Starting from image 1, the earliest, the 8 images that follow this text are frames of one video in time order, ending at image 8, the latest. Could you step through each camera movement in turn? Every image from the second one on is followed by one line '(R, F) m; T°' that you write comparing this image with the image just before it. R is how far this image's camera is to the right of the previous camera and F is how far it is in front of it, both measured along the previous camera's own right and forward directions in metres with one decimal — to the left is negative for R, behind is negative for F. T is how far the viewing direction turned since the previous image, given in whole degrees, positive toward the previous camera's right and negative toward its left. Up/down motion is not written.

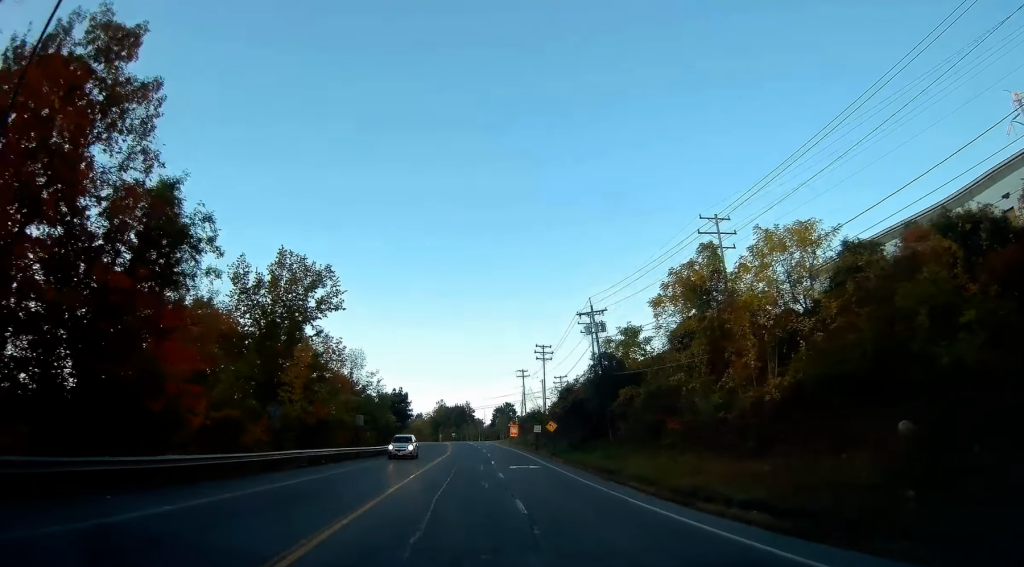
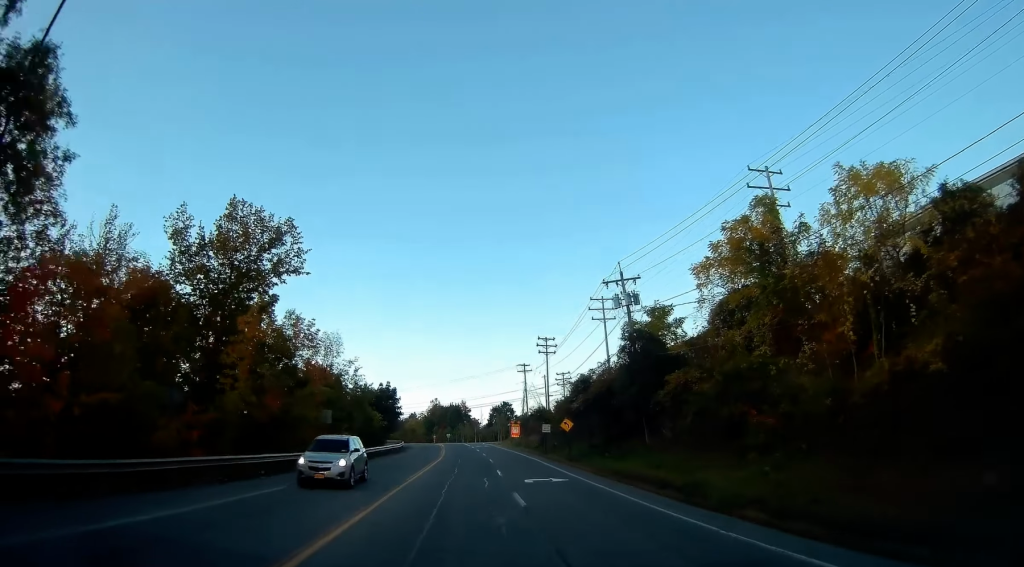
(-0.1, +10.0) m; 0°
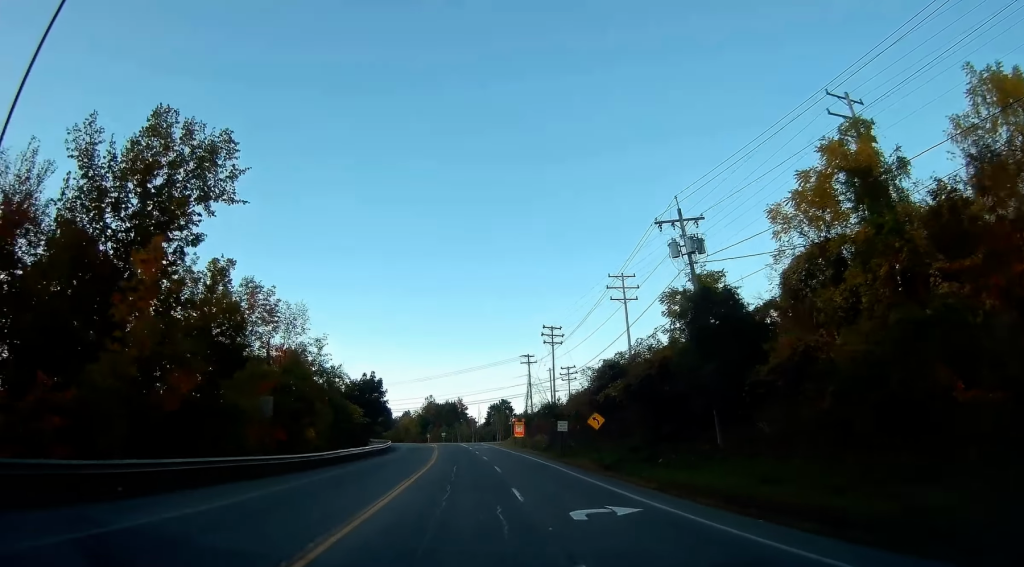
(0.0, +11.5) m; +1°
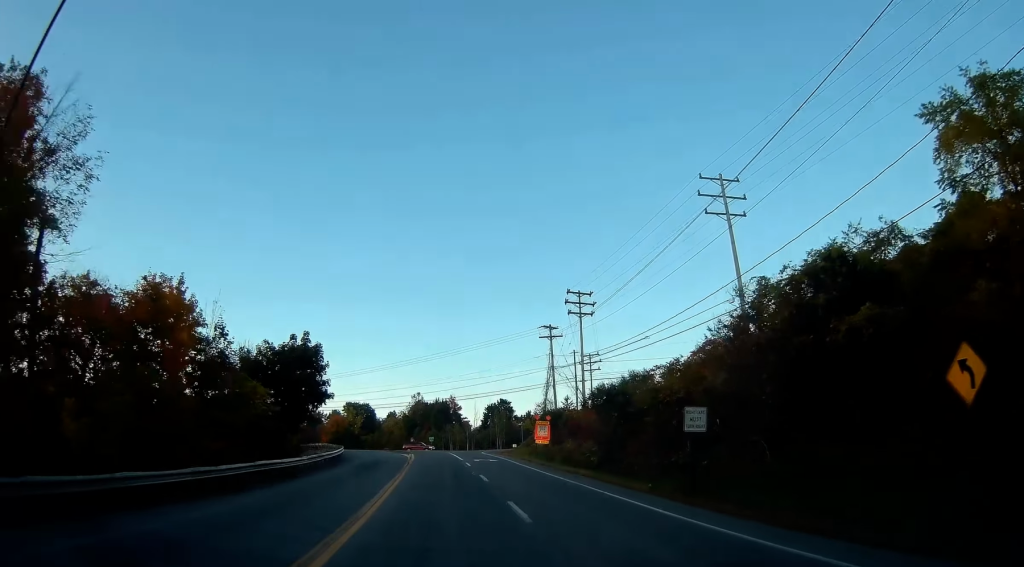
(+0.6, +27.4) m; +1°
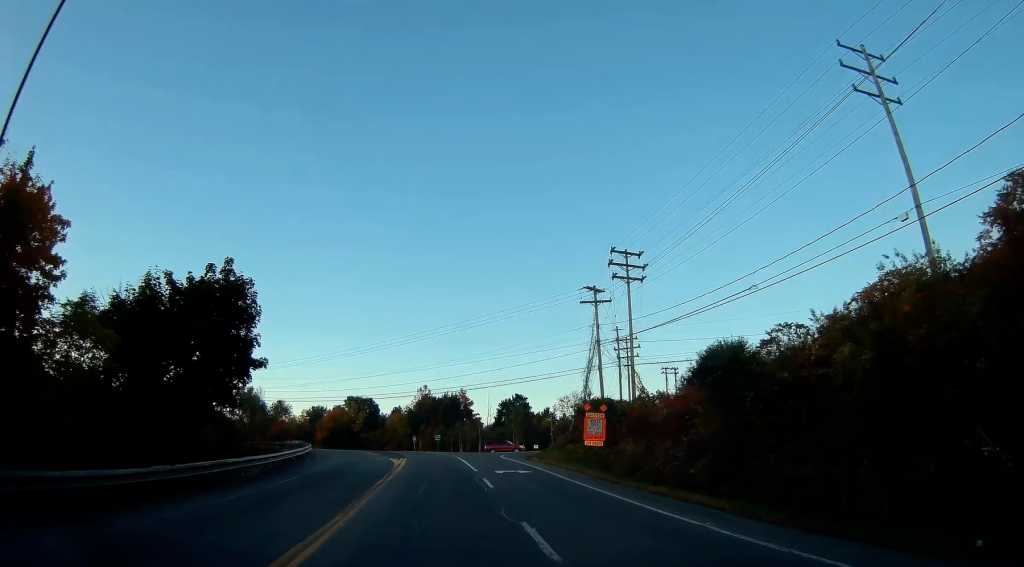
(-0.2, +16.6) m; -2°
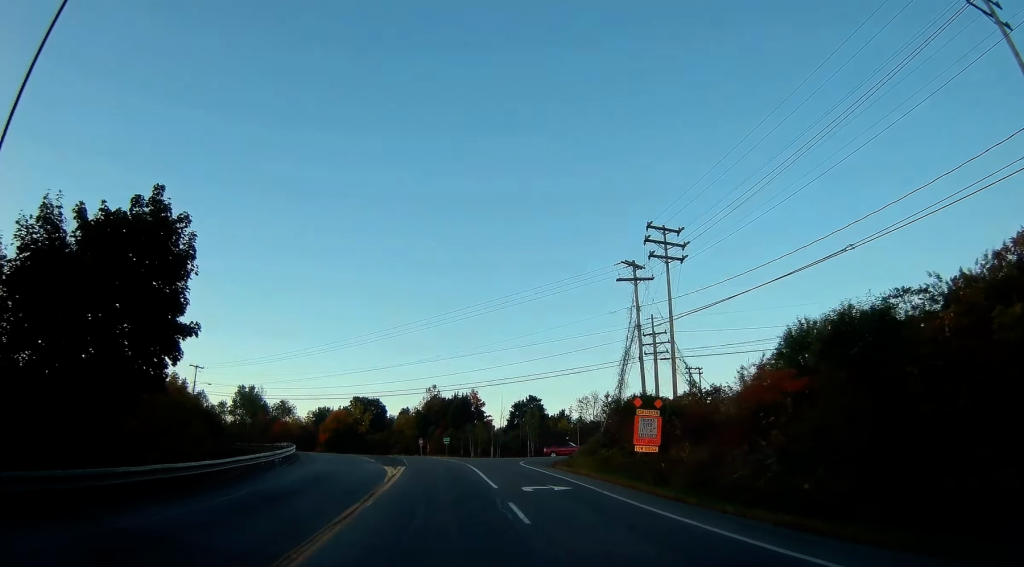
(-0.1, +7.8) m; 0°
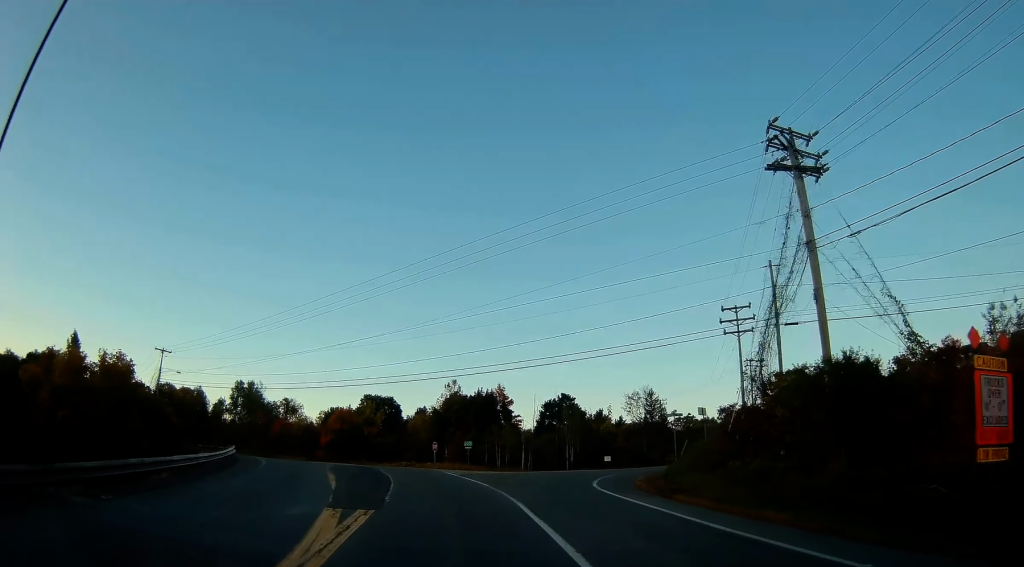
(0.0, +18.4) m; -1°
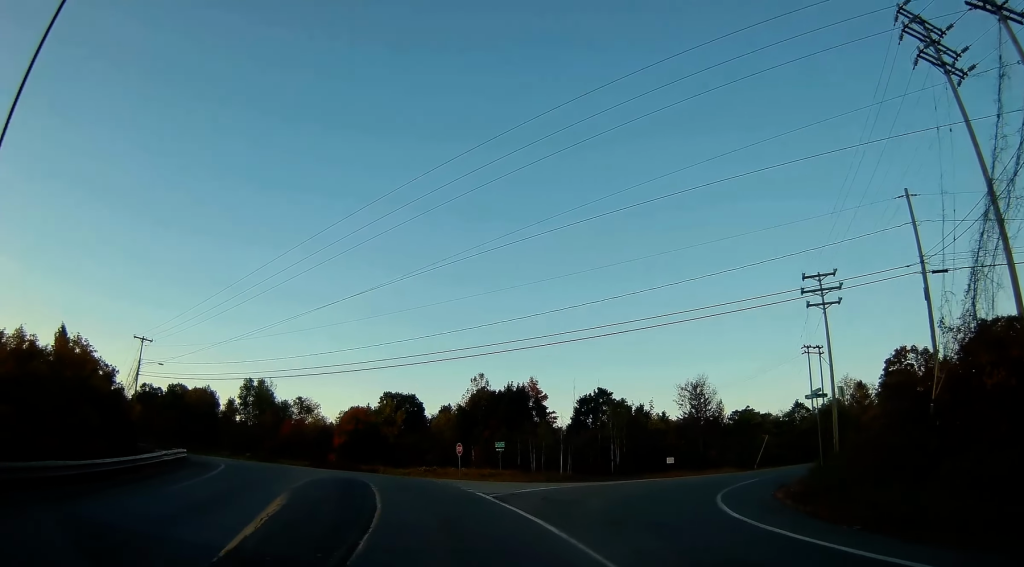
(-0.1, +11.6) m; -2°
